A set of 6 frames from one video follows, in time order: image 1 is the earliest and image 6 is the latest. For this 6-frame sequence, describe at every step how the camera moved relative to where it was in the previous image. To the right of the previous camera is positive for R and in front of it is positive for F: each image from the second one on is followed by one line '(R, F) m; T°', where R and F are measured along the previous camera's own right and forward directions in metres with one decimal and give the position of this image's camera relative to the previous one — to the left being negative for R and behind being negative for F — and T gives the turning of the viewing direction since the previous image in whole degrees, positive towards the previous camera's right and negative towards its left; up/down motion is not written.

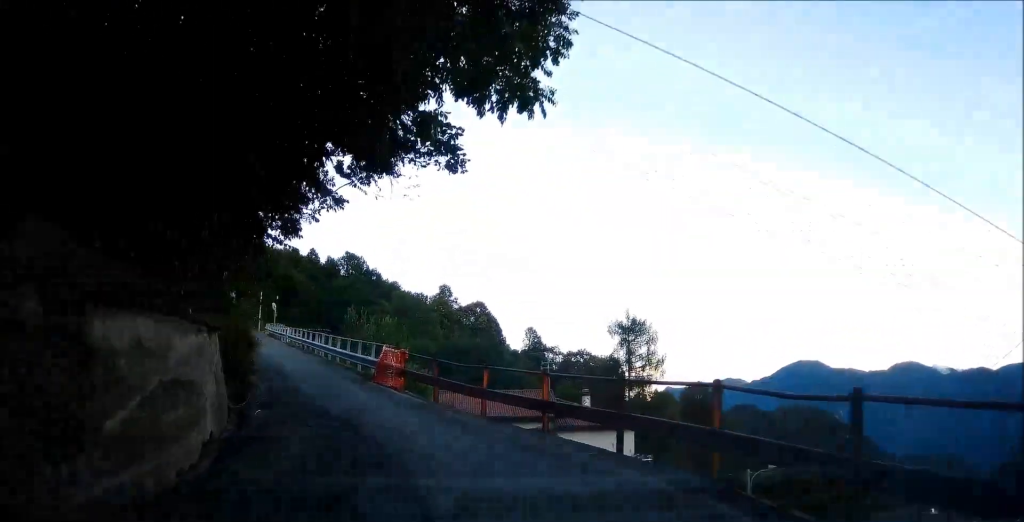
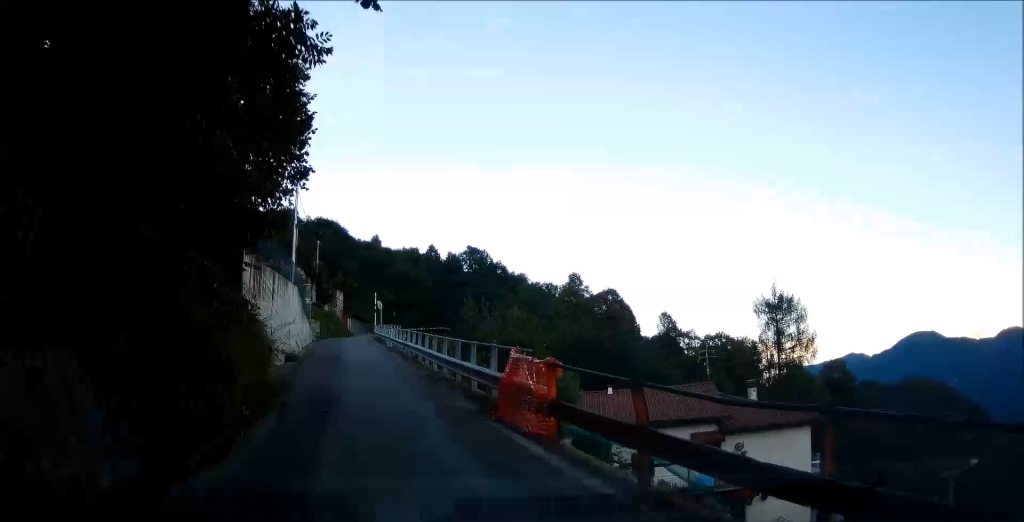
(-0.3, +7.4) m; -6°
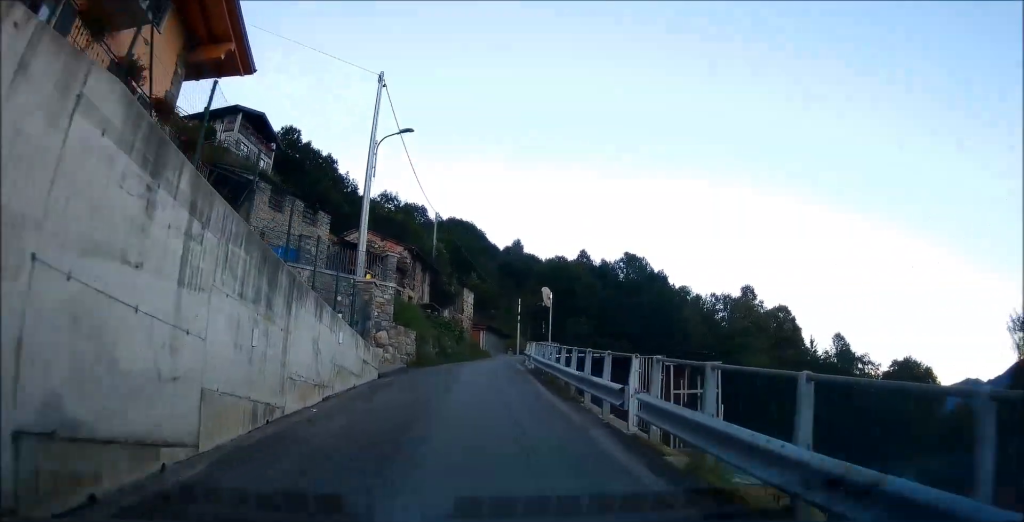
(-4.6, +23.2) m; -16°
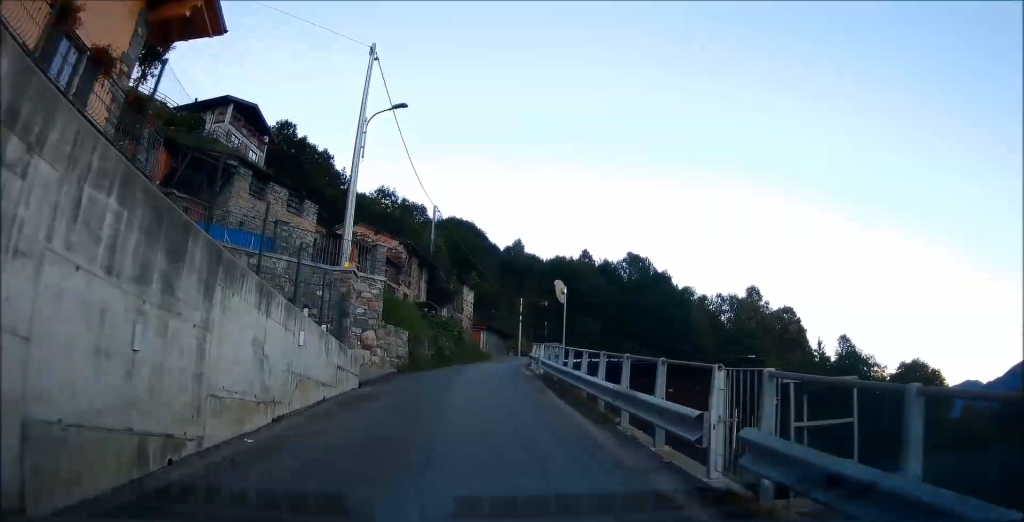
(+0.2, +2.8) m; 0°
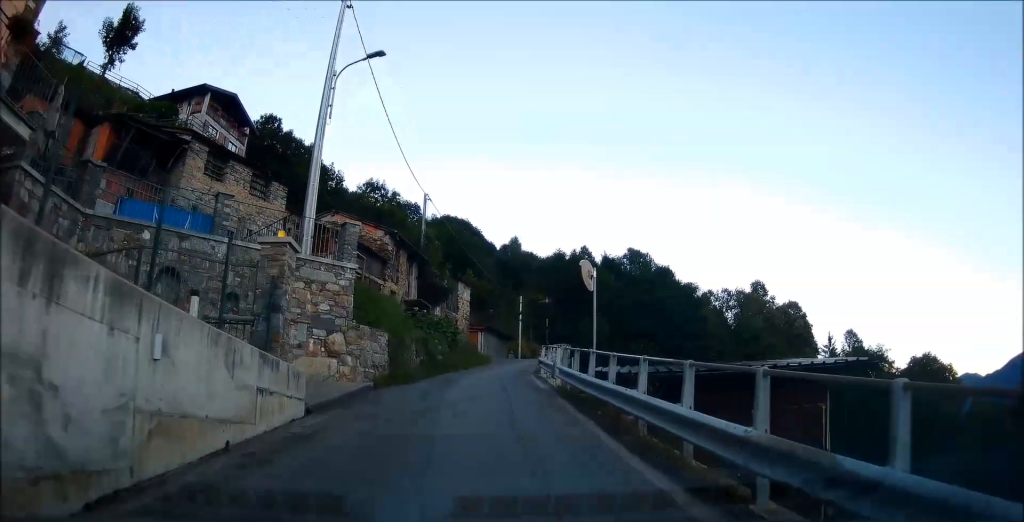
(-0.1, +4.4) m; +1°
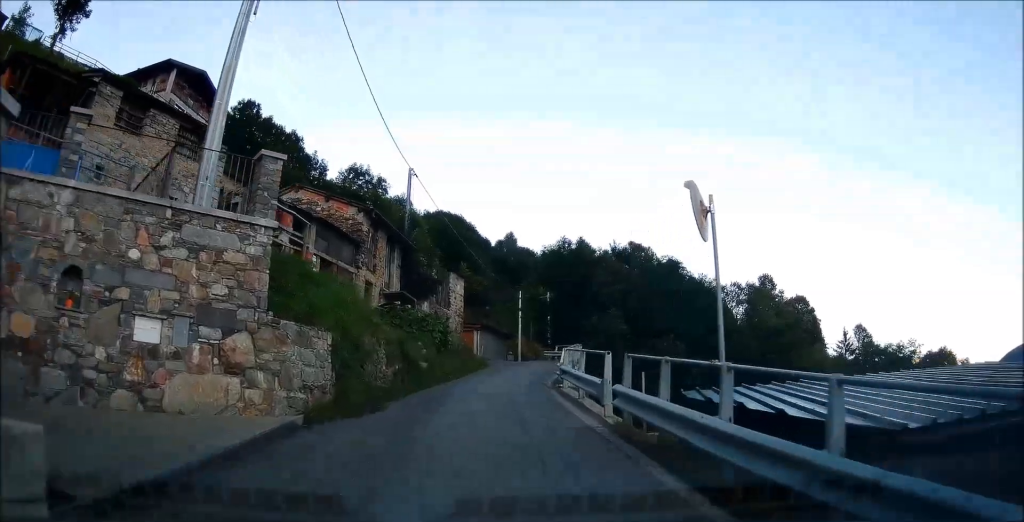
(-0.1, +6.3) m; +4°
